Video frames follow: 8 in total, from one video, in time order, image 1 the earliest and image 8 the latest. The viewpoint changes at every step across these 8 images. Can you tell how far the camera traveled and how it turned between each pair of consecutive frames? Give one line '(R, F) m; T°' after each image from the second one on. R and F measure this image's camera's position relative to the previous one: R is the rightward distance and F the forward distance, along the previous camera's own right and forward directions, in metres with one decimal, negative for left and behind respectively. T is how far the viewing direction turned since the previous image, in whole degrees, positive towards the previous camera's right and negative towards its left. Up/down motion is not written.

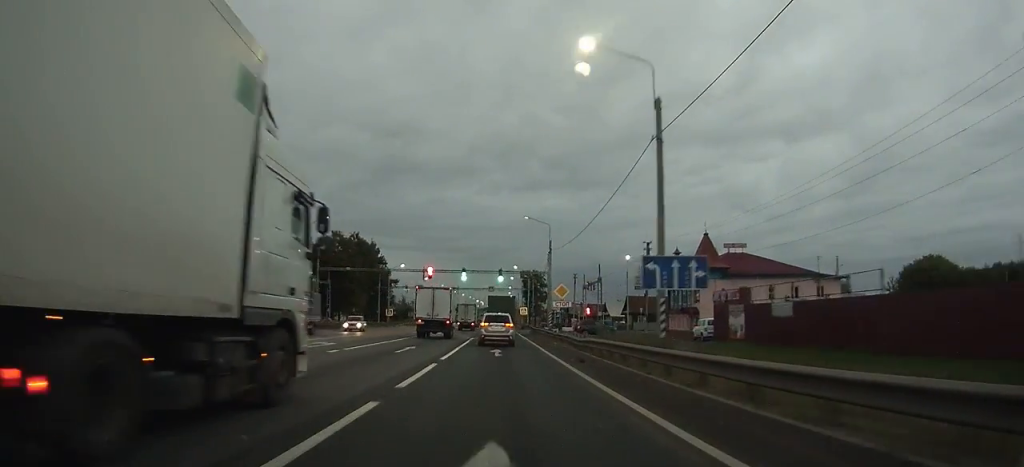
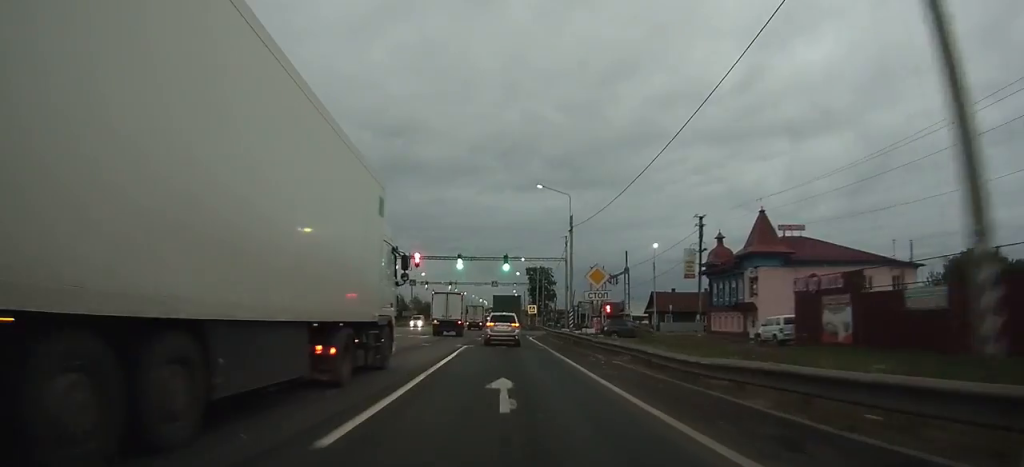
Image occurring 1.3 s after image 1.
(0.0, +13.7) m; 0°
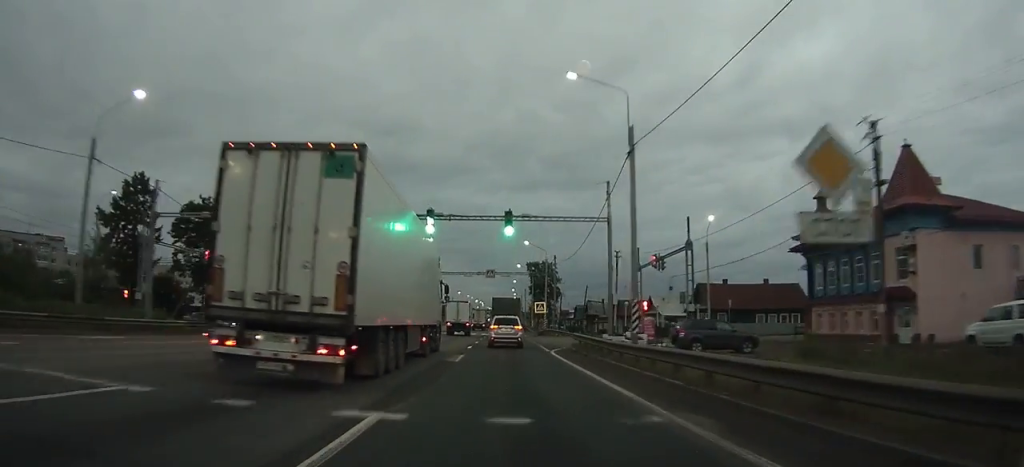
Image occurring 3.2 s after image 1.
(-0.1, +20.8) m; 0°
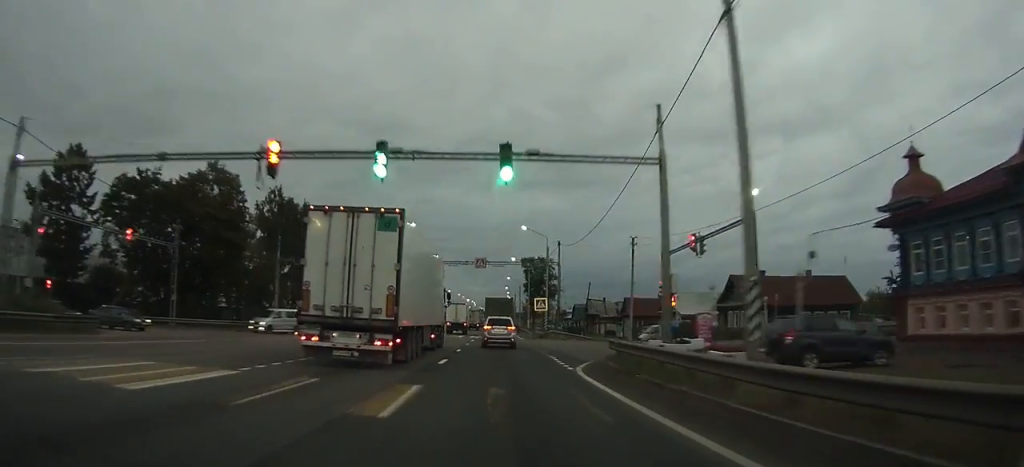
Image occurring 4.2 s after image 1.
(0.0, +10.9) m; 0°
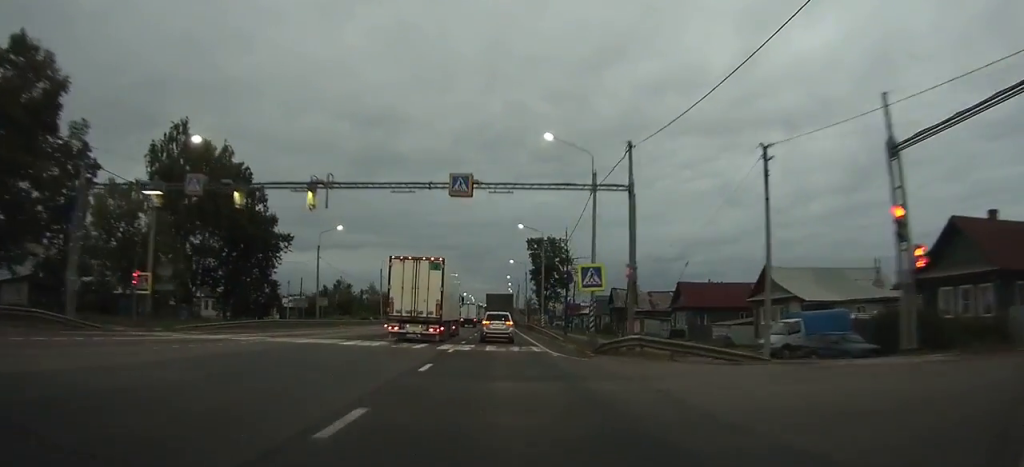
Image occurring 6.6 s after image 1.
(+0.3, +26.8) m; +1°
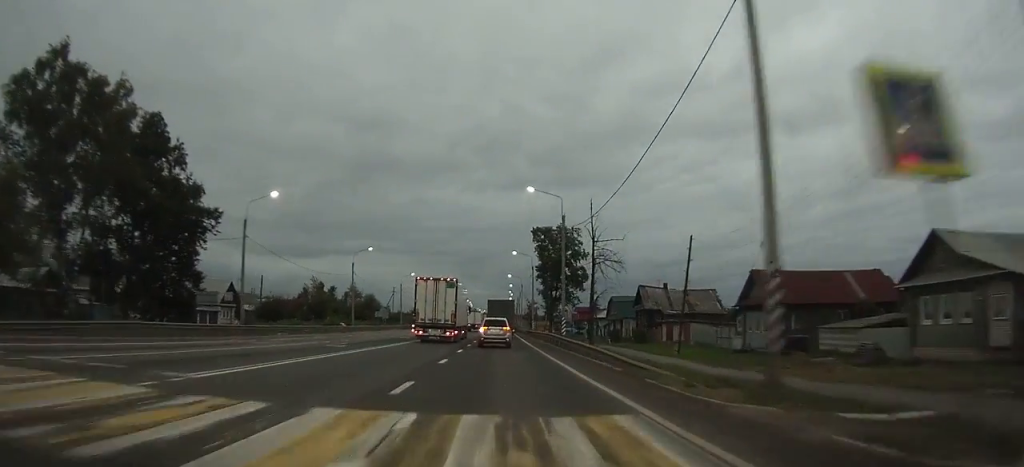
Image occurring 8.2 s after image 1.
(0.0, +18.9) m; 0°
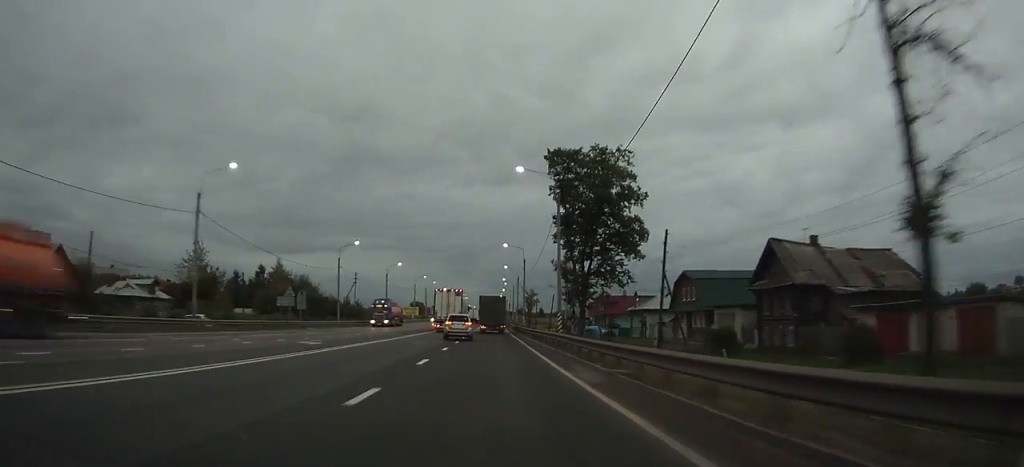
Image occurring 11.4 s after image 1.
(0.0, +40.2) m; 0°
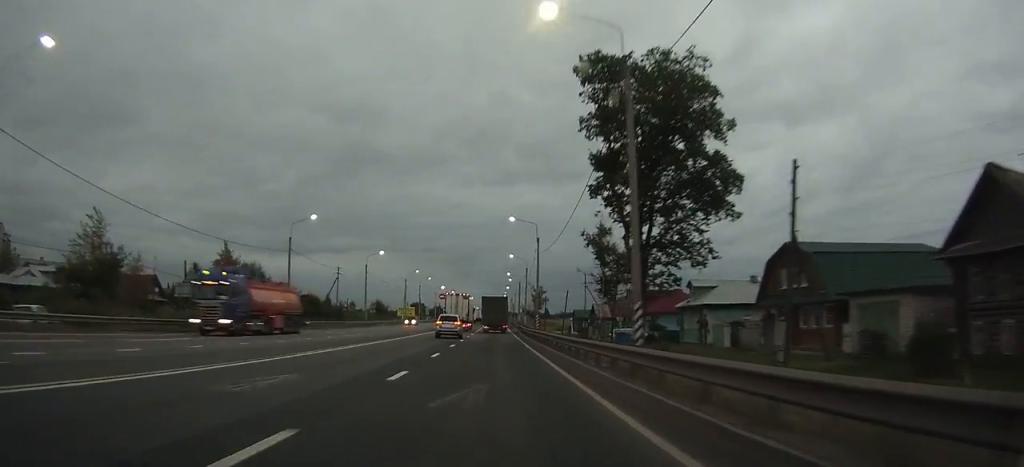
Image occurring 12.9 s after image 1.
(+0.1, +19.6) m; 0°
